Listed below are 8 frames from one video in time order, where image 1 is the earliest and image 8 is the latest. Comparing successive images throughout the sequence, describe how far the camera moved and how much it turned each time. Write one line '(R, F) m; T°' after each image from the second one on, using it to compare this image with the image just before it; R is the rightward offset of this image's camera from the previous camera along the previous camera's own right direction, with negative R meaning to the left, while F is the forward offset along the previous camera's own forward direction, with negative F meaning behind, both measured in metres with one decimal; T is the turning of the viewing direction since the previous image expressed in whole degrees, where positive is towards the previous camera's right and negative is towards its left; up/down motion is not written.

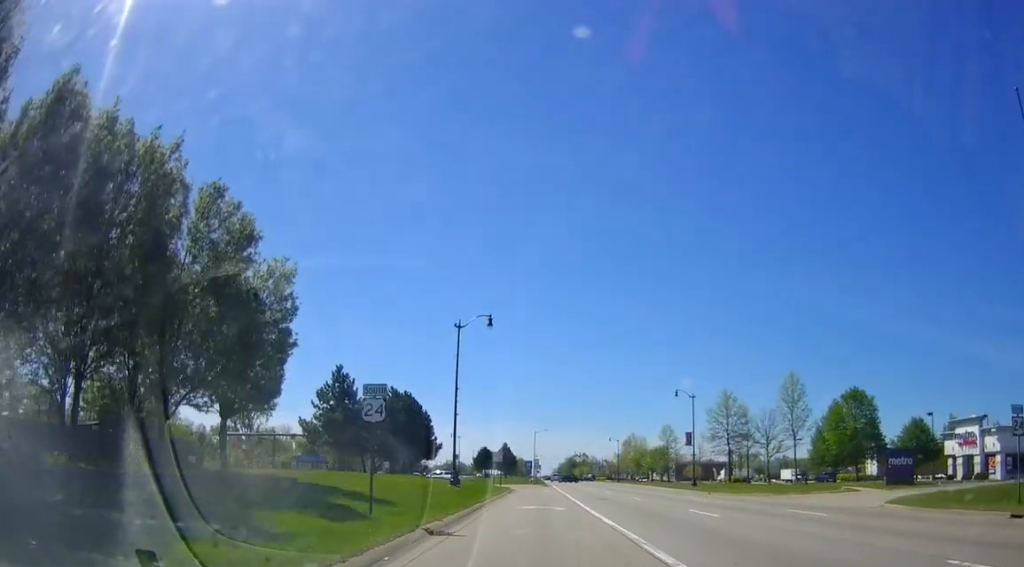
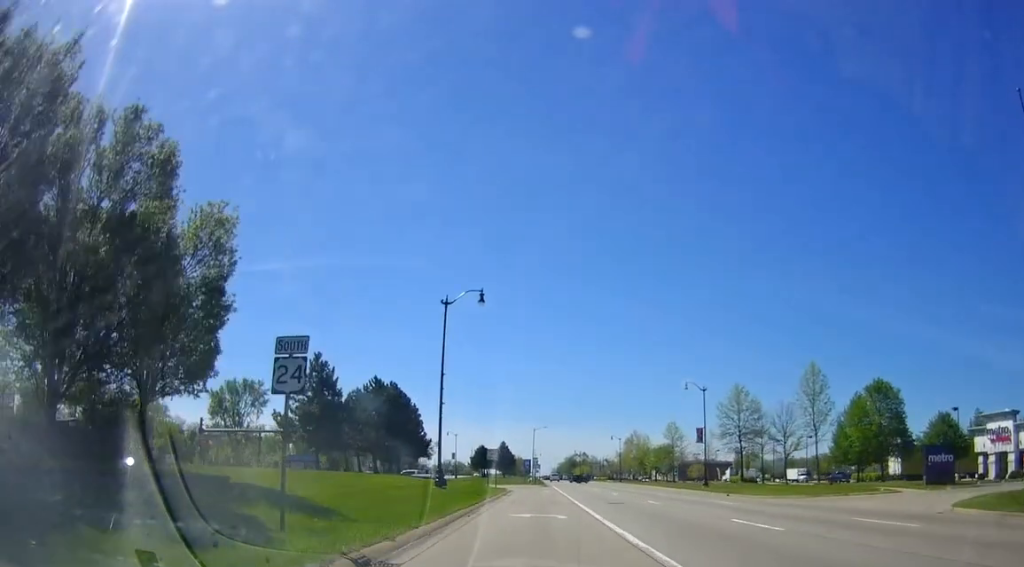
(0.0, +5.4) m; 0°
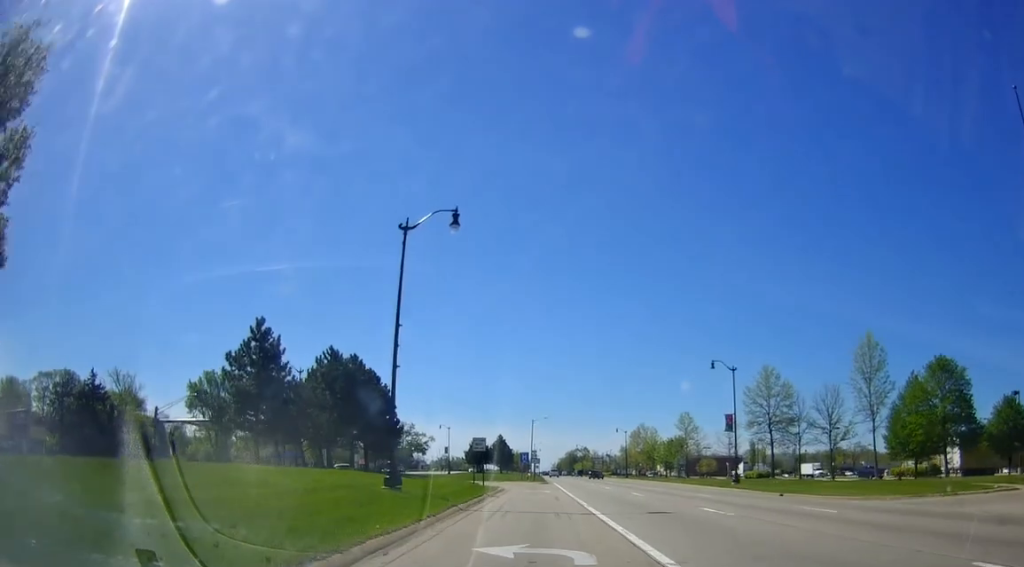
(0.0, +11.3) m; 0°
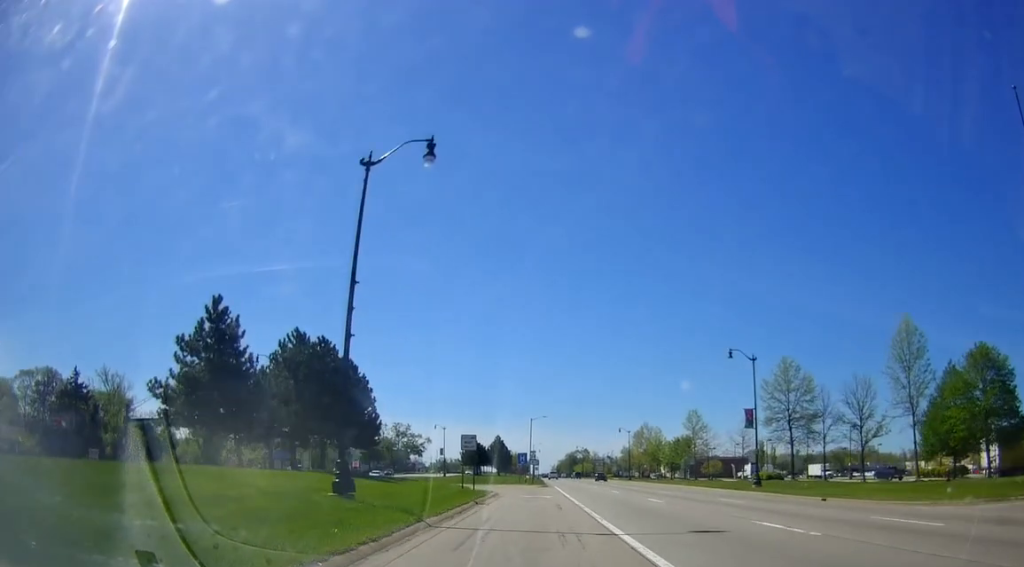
(0.0, +6.0) m; 0°
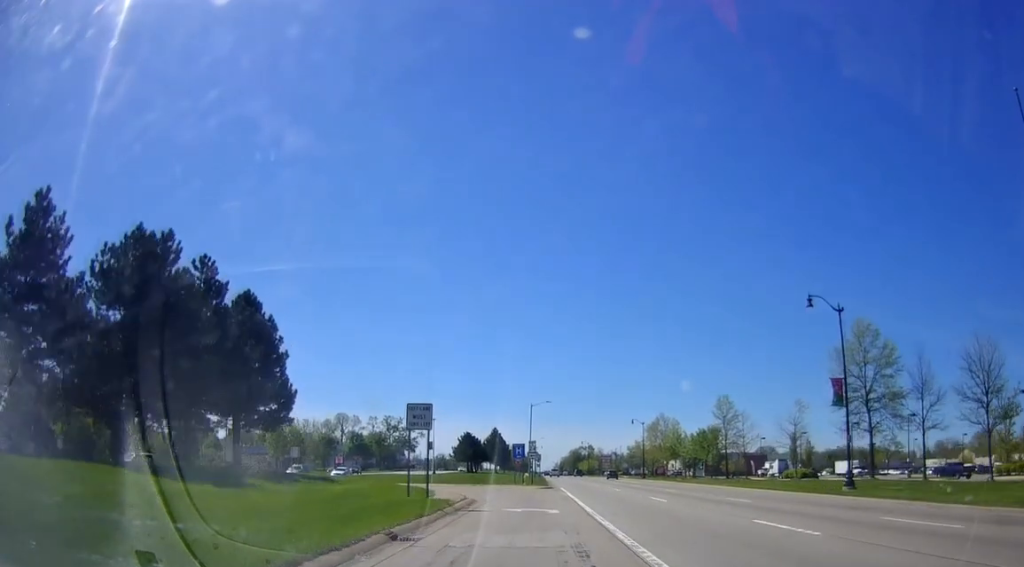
(0.0, +16.0) m; 0°
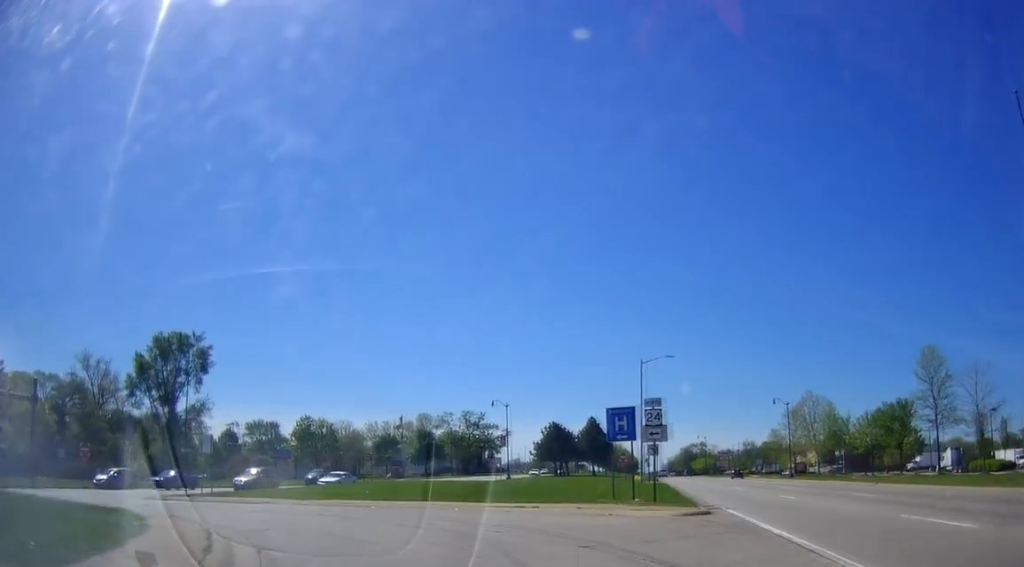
(-2.3, +31.5) m; -12°
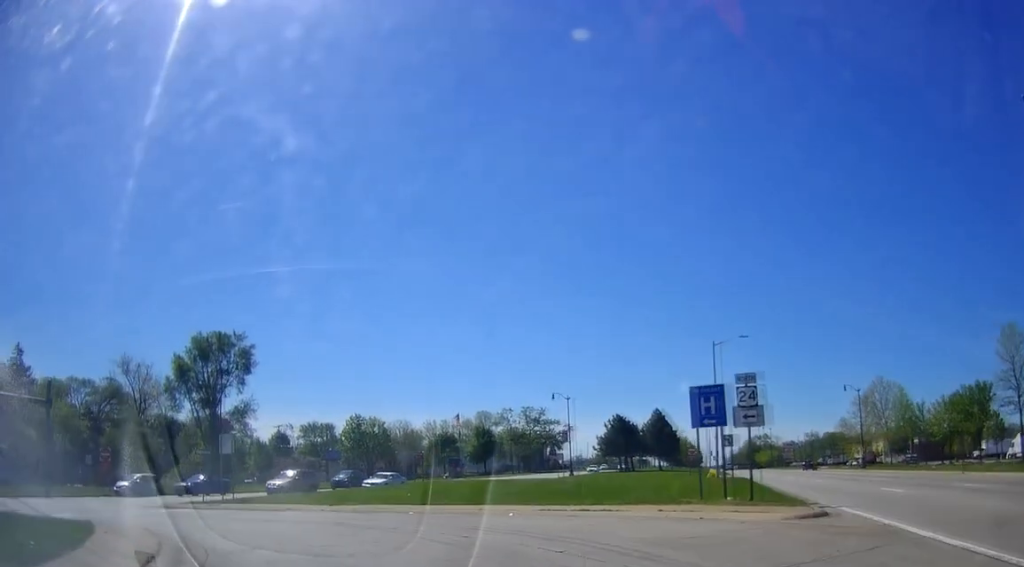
(-0.2, +4.7) m; -2°
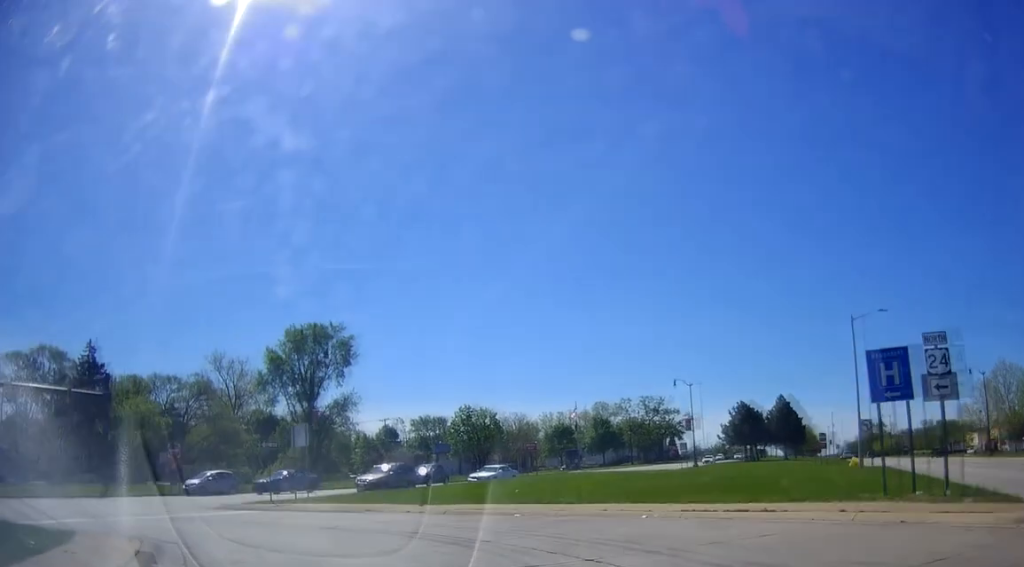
(-0.1, +5.3) m; -6°
